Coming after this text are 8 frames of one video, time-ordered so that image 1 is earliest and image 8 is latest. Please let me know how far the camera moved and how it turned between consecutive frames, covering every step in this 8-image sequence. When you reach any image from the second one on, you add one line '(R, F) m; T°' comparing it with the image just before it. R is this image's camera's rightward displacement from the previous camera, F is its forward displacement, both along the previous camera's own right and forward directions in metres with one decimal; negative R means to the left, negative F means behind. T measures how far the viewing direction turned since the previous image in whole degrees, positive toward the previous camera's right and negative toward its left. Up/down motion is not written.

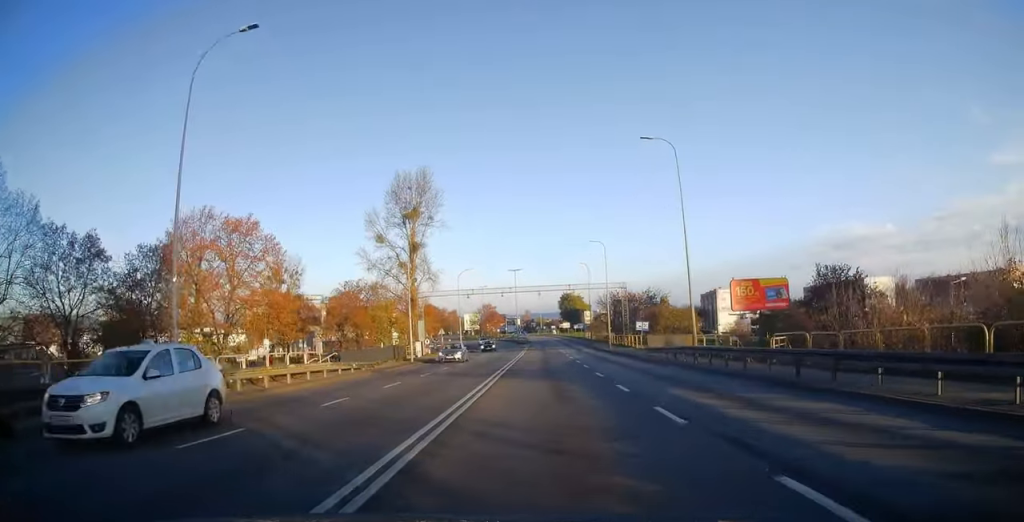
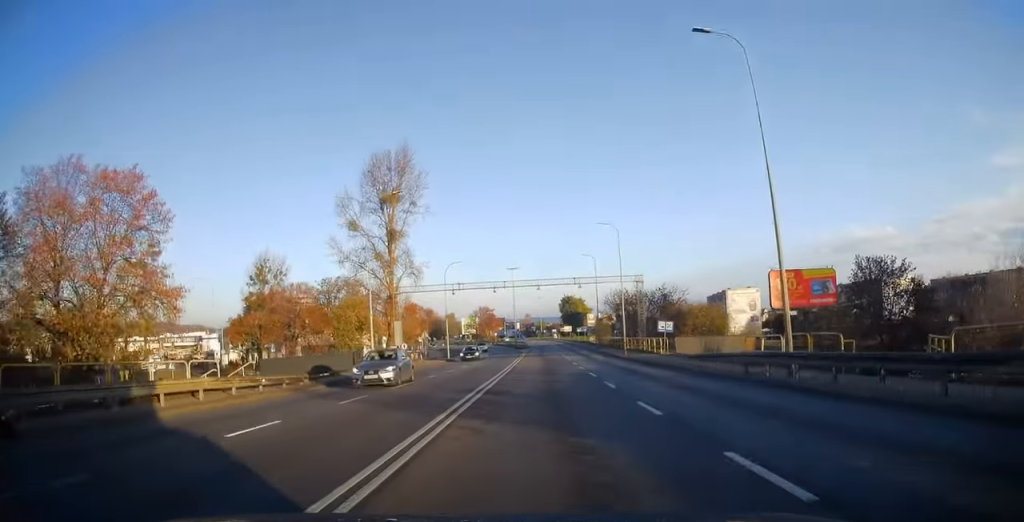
(+0.1, +10.3) m; 0°
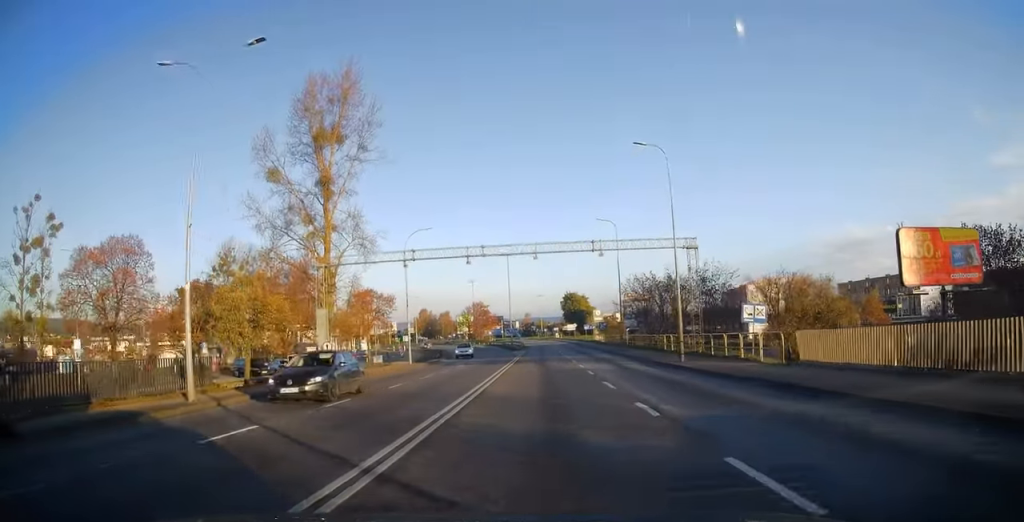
(-0.1, +18.8) m; 0°
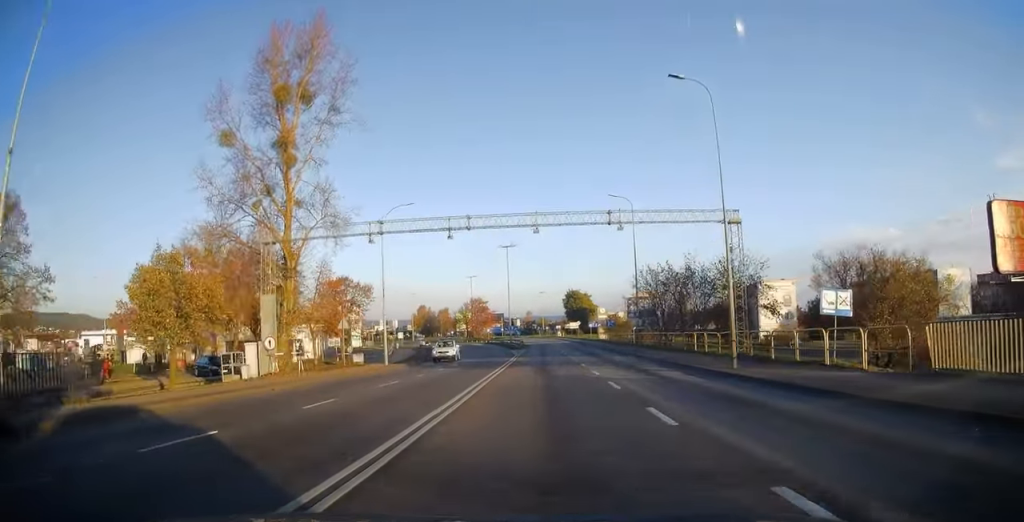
(0.0, +7.4) m; 0°
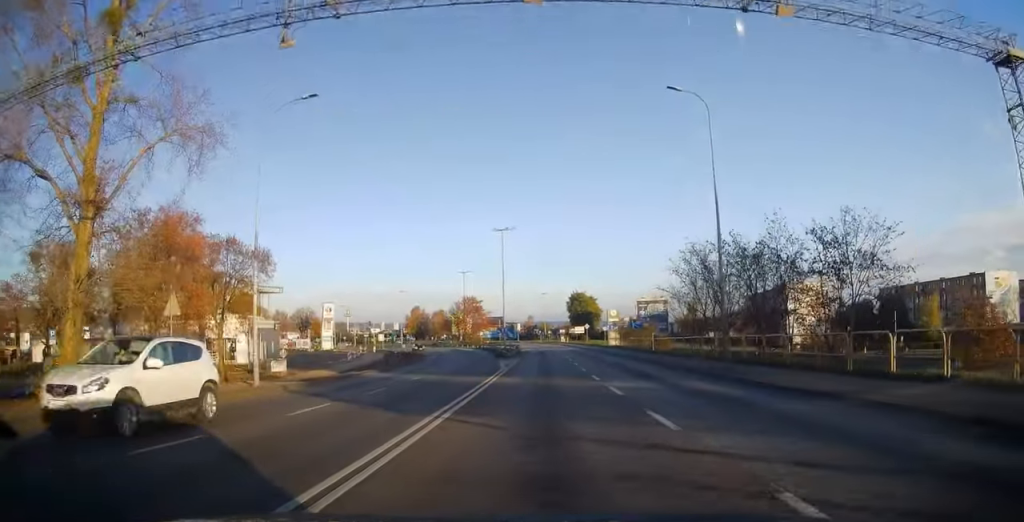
(0.0, +18.4) m; 0°
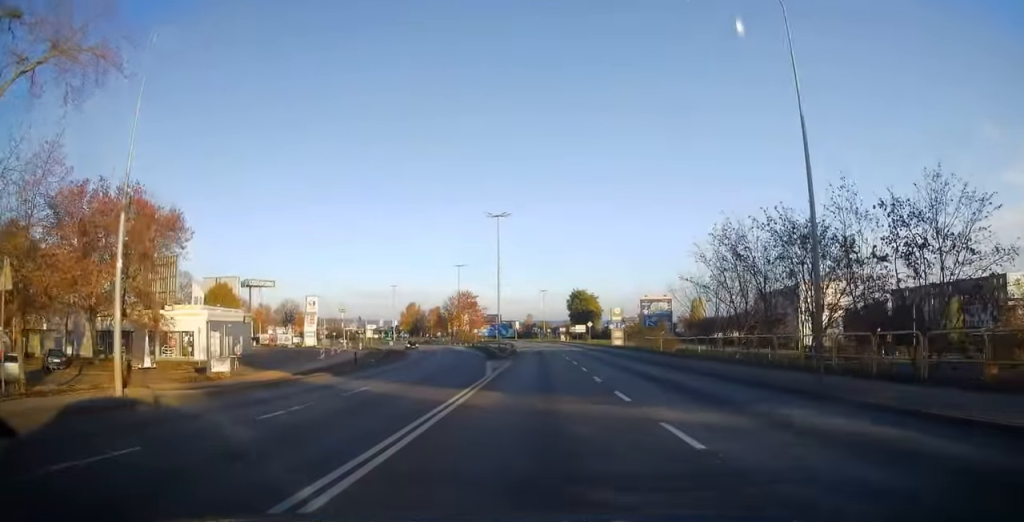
(0.0, +7.7) m; 0°
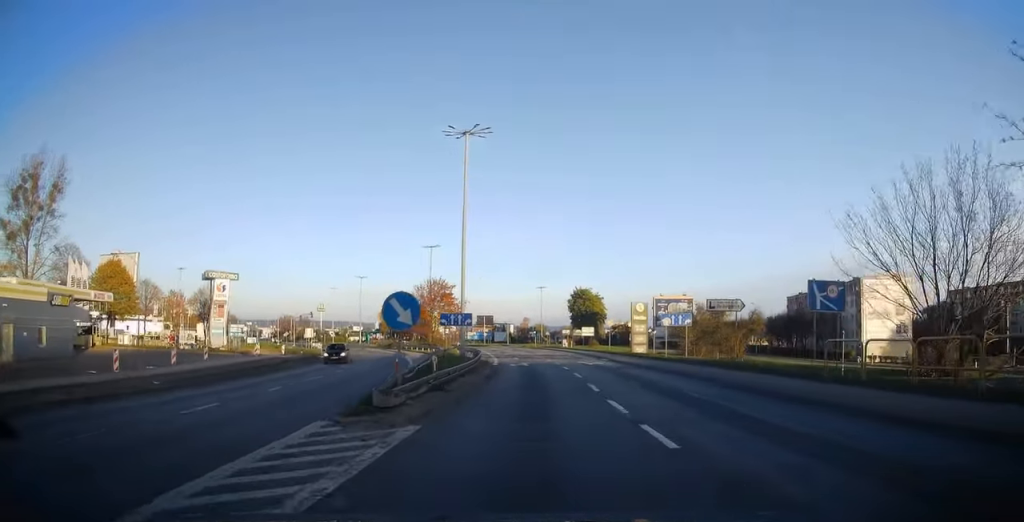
(+0.2, +29.9) m; 0°
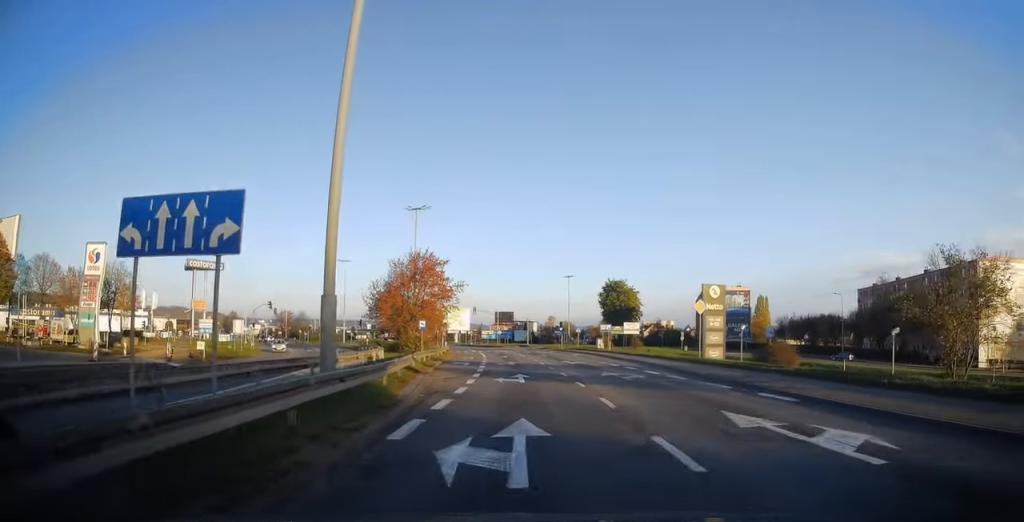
(-0.6, +27.9) m; -3°
